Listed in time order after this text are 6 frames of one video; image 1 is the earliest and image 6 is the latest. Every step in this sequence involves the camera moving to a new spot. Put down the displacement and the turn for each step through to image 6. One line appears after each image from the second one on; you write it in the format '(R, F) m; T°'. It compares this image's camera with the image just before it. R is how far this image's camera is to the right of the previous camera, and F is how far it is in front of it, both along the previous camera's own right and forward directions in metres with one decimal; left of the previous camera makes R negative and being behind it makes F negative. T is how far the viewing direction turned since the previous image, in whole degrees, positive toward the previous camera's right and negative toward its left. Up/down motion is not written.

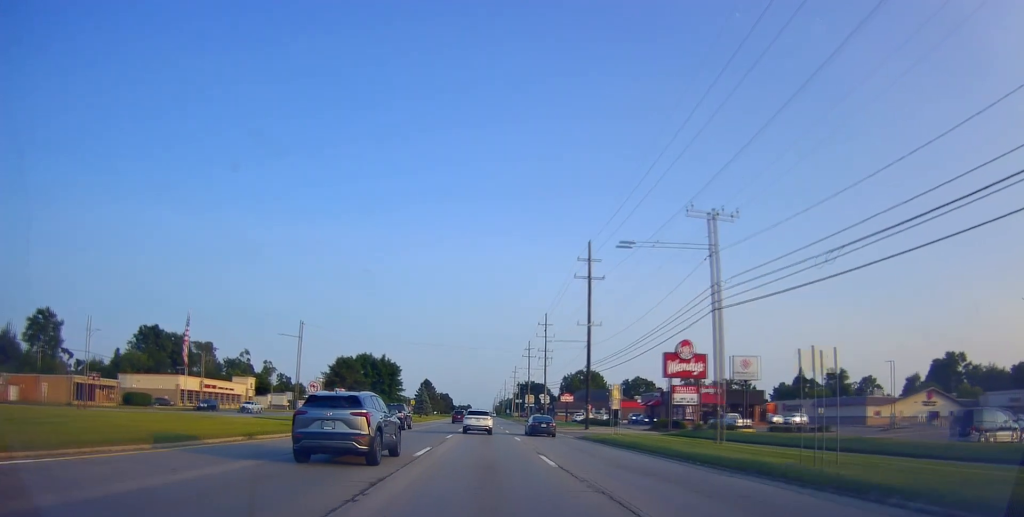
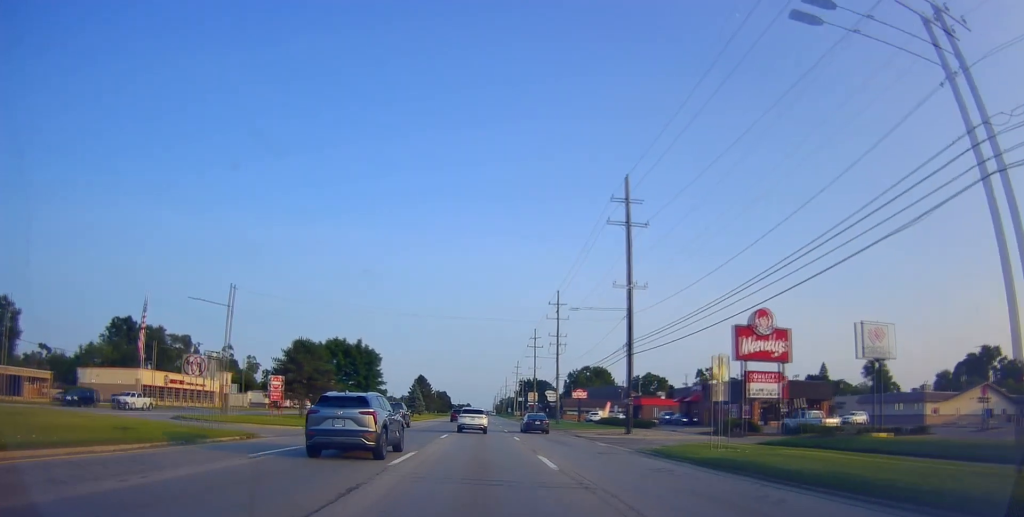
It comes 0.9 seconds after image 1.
(0.0, +17.4) m; +1°
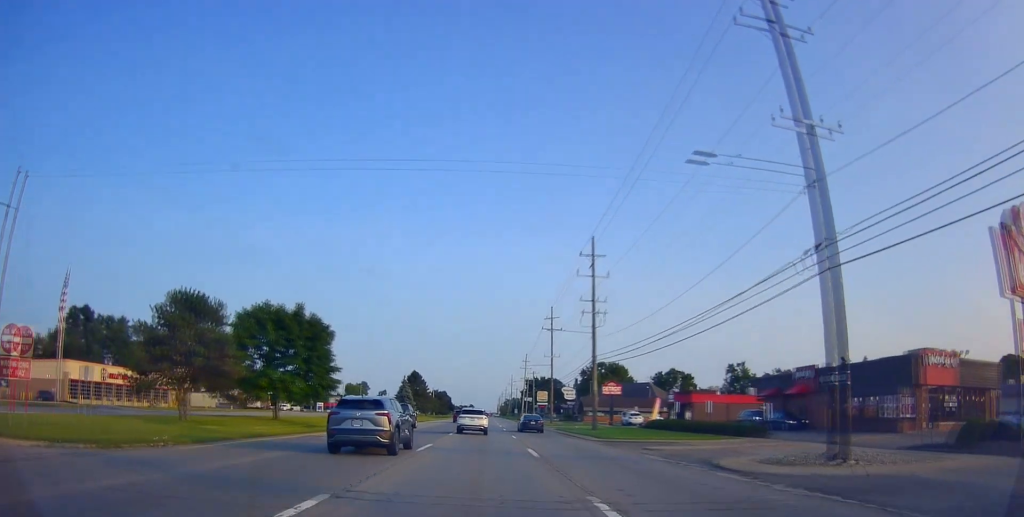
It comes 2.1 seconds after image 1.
(+0.1, +25.4) m; 0°
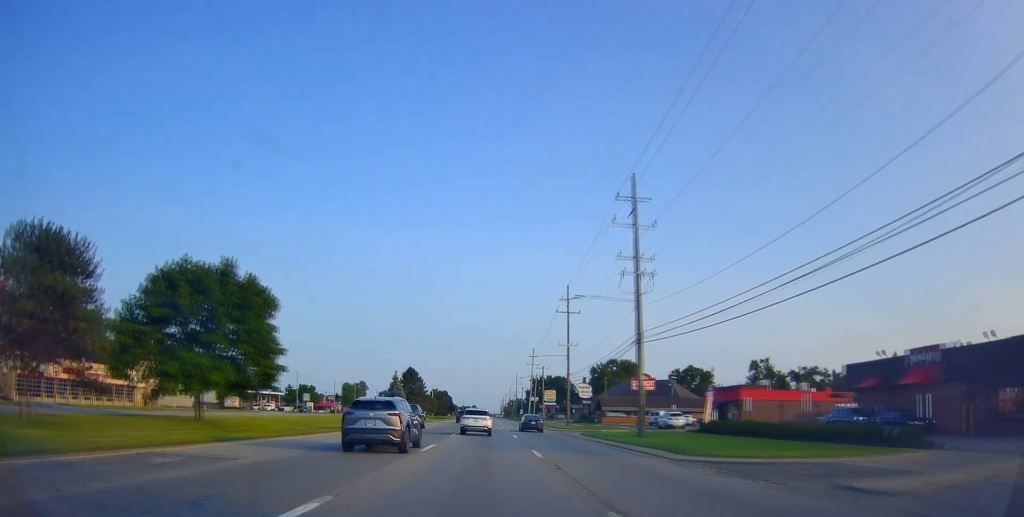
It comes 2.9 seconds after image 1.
(-0.1, +15.4) m; 0°
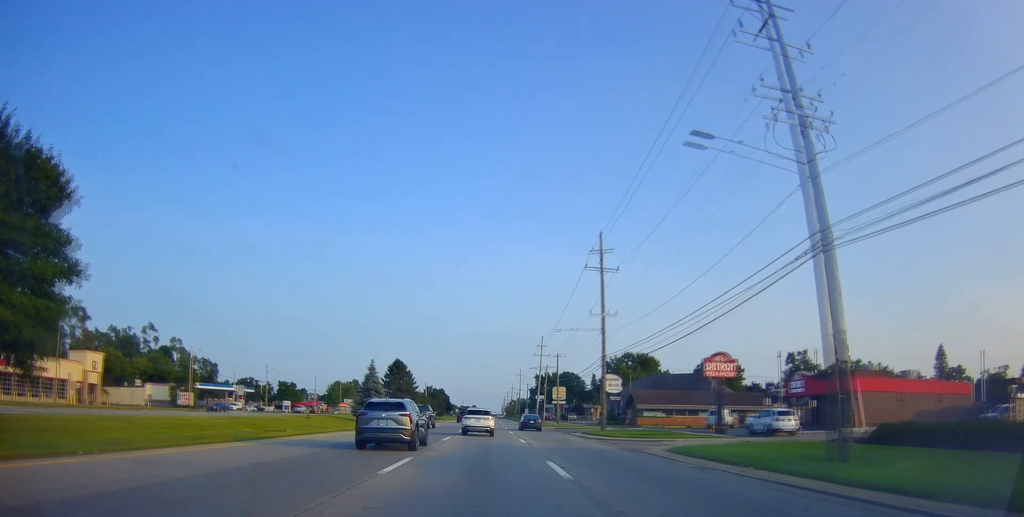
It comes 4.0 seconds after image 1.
(+0.2, +22.7) m; 0°
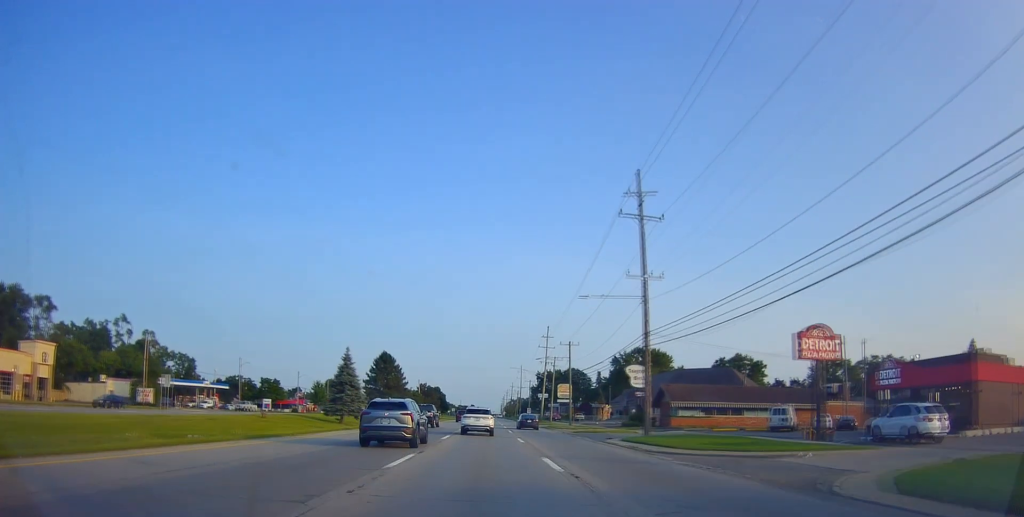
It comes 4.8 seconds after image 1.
(-0.2, +14.7) m; -1°
